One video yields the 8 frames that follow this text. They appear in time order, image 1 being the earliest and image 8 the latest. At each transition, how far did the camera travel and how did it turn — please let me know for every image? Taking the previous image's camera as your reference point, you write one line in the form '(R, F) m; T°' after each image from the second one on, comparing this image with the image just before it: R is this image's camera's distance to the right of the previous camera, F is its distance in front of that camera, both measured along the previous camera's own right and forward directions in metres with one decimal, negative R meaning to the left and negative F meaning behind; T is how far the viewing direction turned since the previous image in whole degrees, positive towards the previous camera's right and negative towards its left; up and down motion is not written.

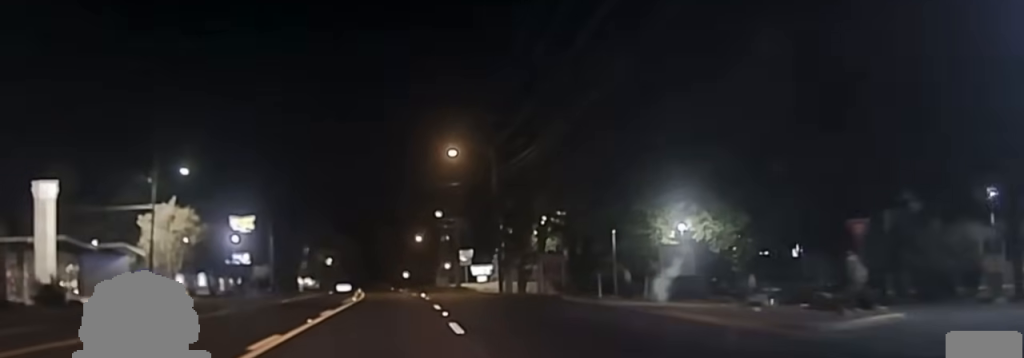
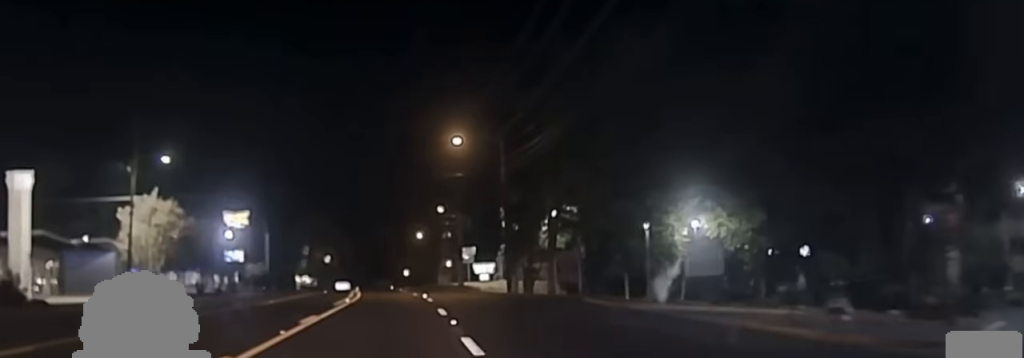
(+0.1, +5.3) m; 0°
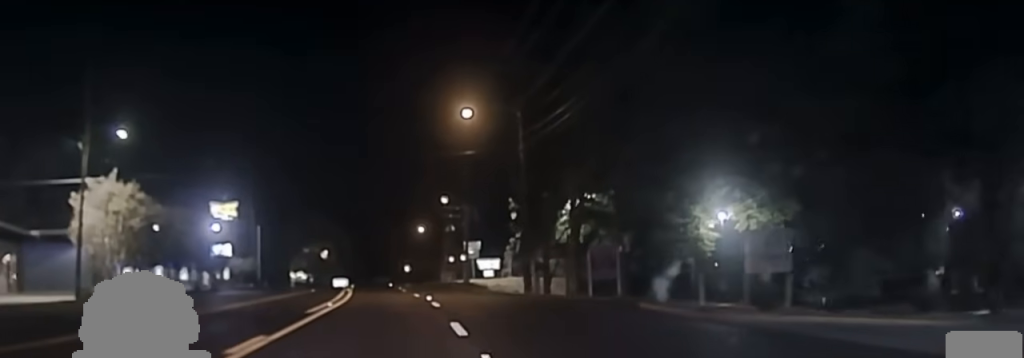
(-0.1, +10.3) m; -1°
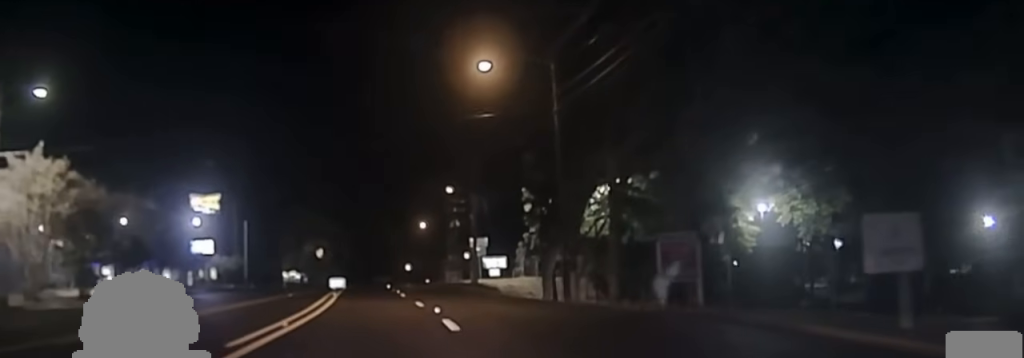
(-0.2, +12.6) m; -2°
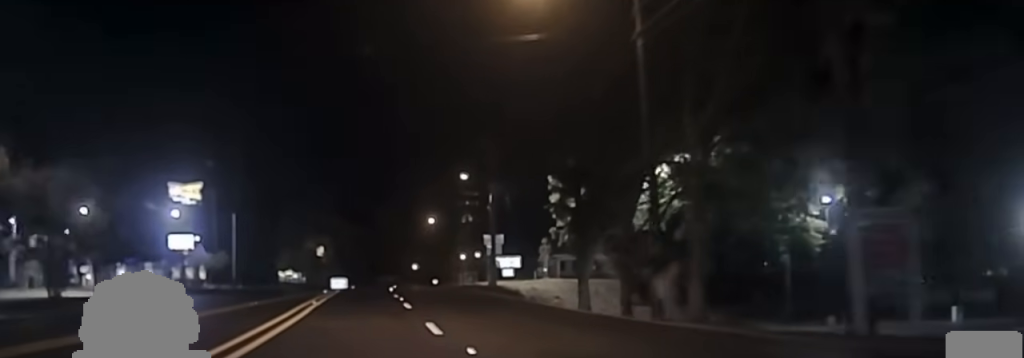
(-0.2, +12.4) m; -1°
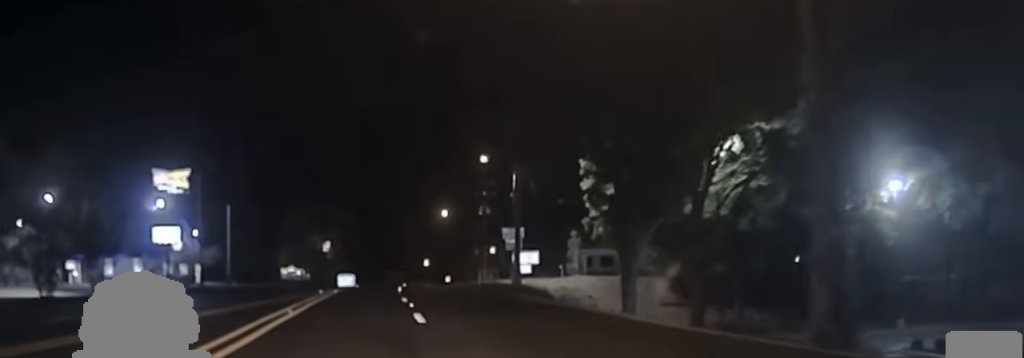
(-0.1, +8.6) m; +1°
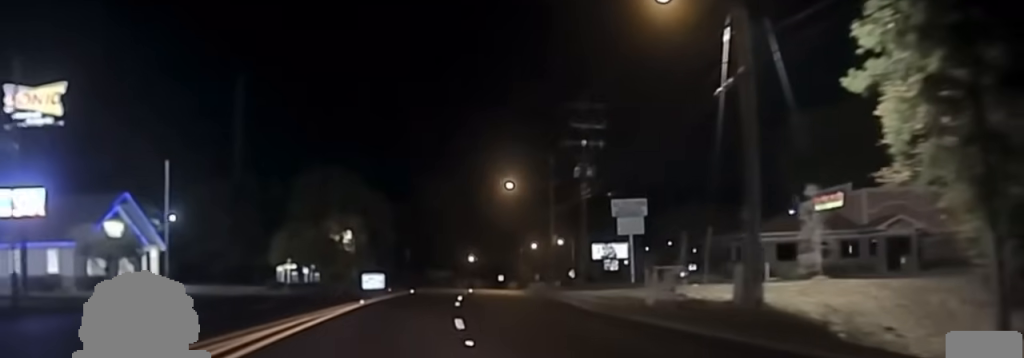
(-0.6, +35.3) m; -1°
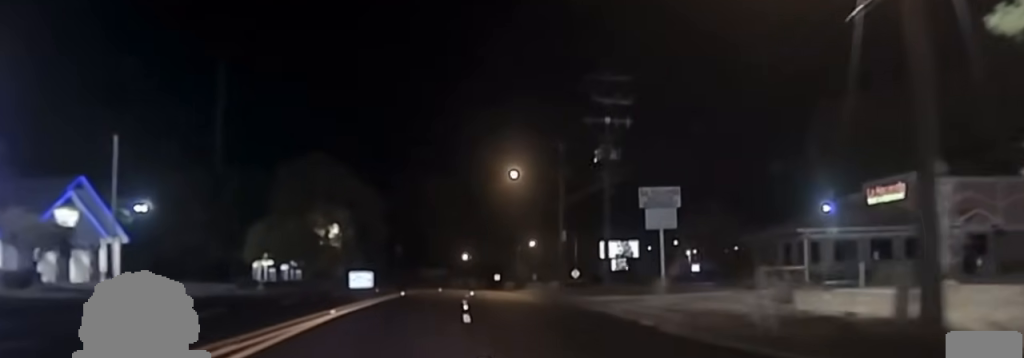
(0.0, +8.7) m; +1°
